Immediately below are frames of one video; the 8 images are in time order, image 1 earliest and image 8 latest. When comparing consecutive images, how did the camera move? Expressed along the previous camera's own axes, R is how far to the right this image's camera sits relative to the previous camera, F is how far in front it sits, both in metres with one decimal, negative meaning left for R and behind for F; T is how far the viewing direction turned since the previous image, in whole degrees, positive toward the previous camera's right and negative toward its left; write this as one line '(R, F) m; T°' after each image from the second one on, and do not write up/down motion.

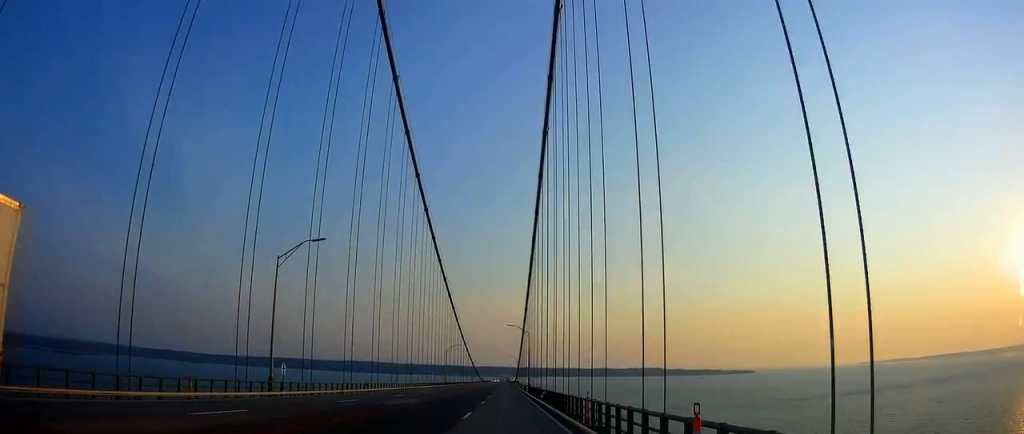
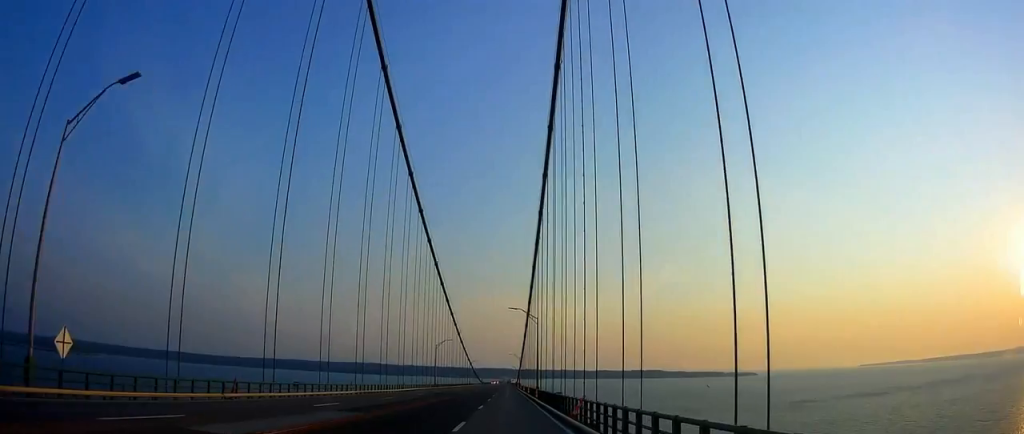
(-0.1, +20.7) m; +1°
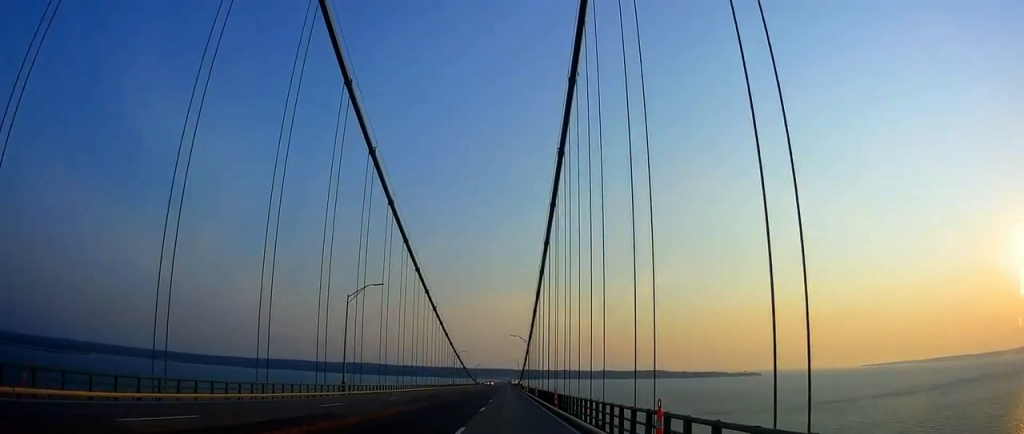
(+1.2, +62.1) m; +1°
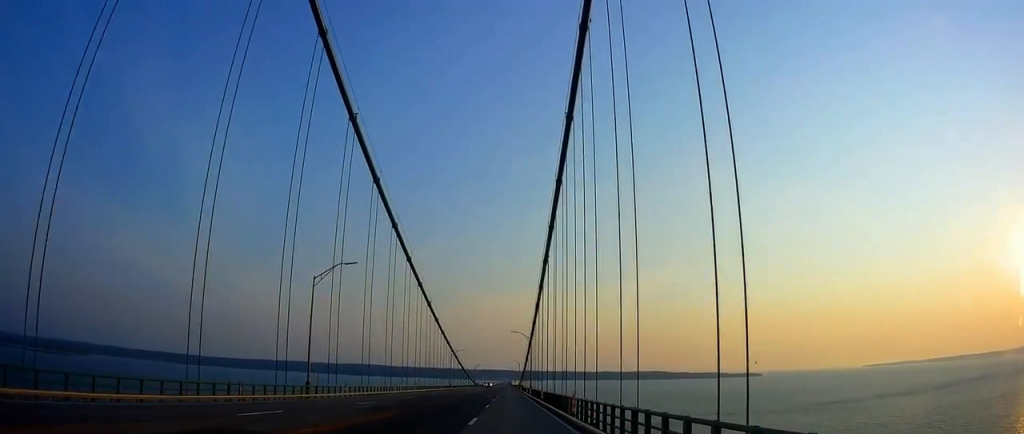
(0.0, +8.8) m; -1°
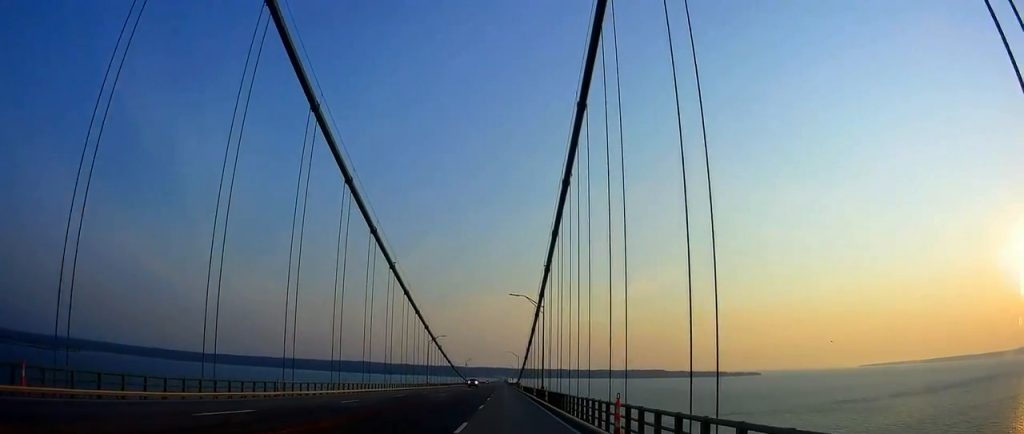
(-0.6, +33.4) m; 0°
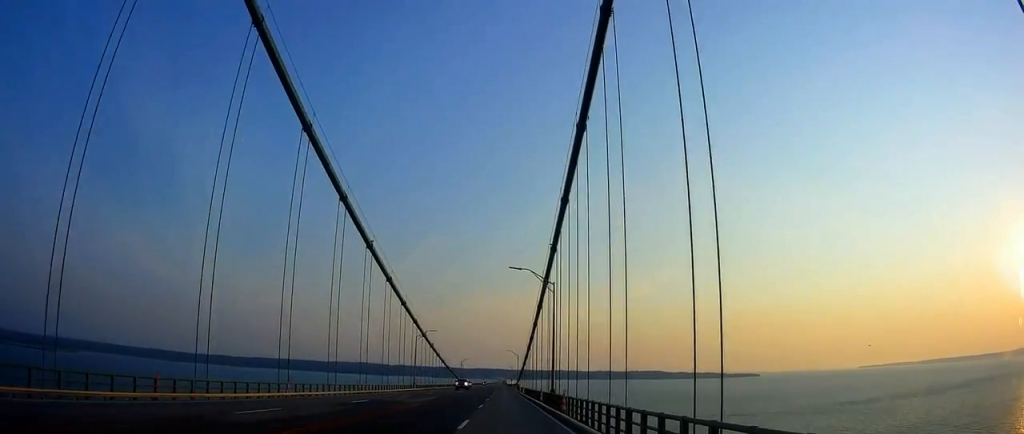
(+0.3, +12.4) m; +1°
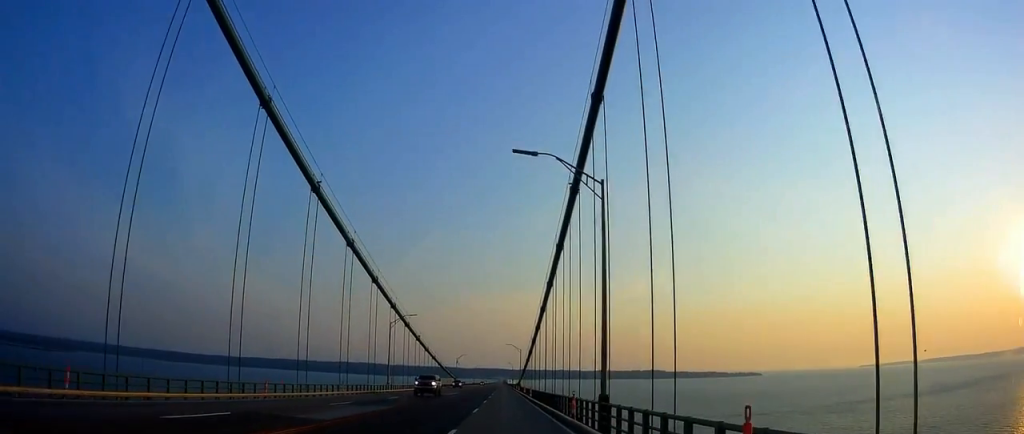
(+0.2, +19.7) m; +1°
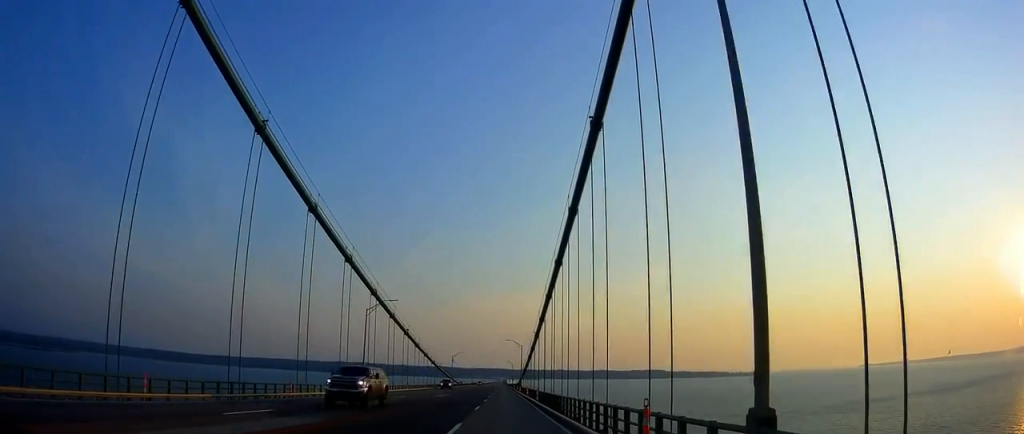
(0.0, +11.6) m; 0°
